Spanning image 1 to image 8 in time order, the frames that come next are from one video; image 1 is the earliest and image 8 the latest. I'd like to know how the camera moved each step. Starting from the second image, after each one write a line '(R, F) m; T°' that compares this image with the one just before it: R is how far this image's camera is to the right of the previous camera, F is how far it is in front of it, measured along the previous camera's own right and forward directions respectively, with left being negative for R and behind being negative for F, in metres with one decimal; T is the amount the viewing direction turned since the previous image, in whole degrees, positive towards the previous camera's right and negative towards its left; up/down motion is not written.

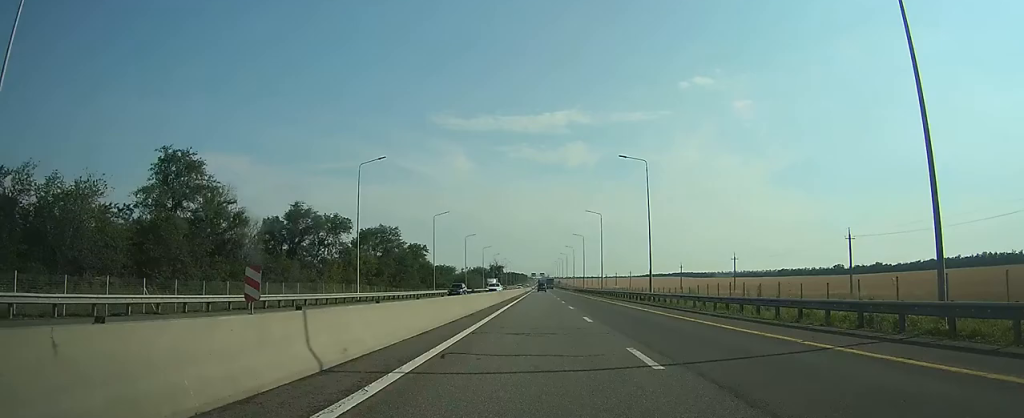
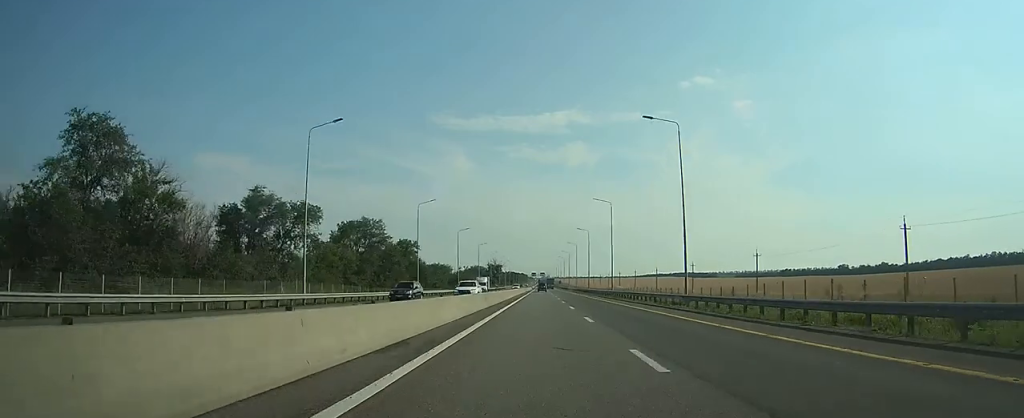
(0.0, +12.4) m; 0°
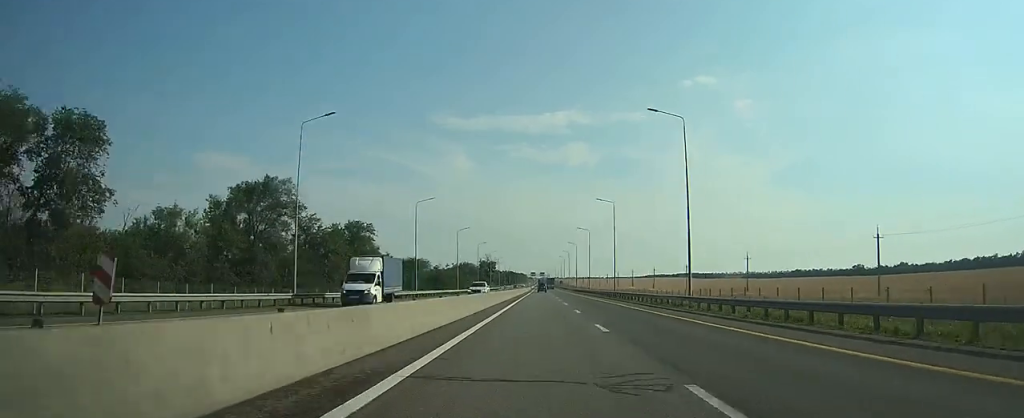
(0.0, +40.4) m; 0°
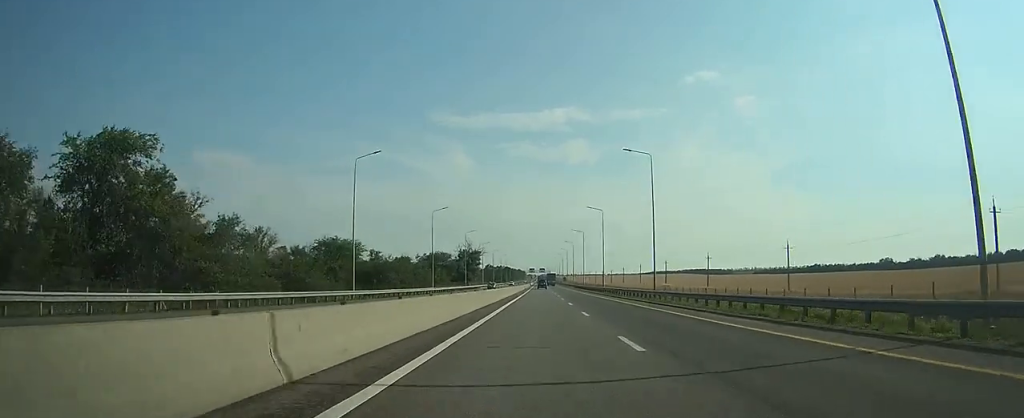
(+0.3, +66.1) m; 0°
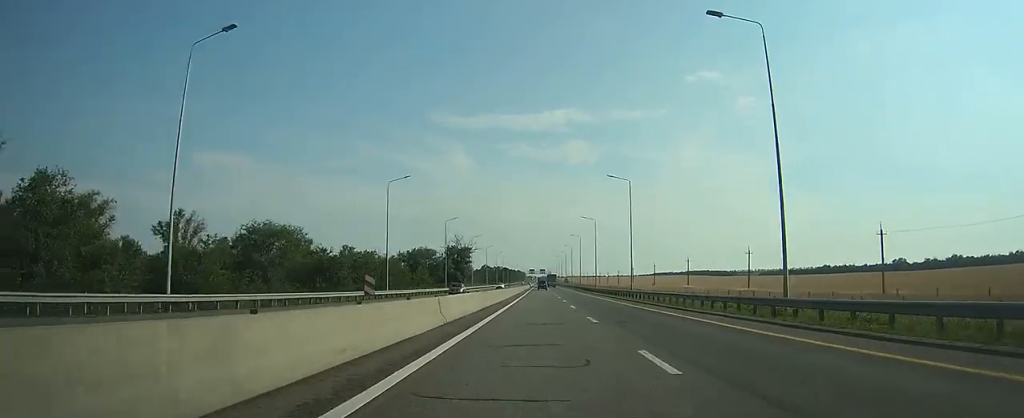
(0.0, +27.6) m; 0°
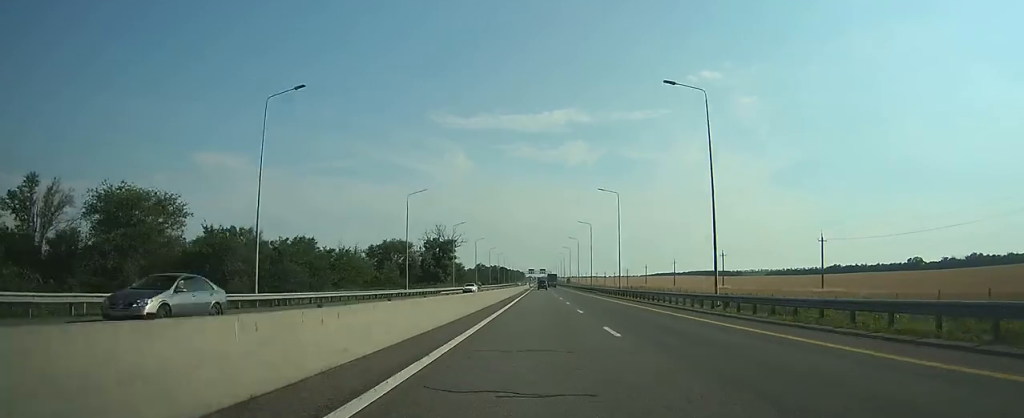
(0.0, +30.3) m; 0°
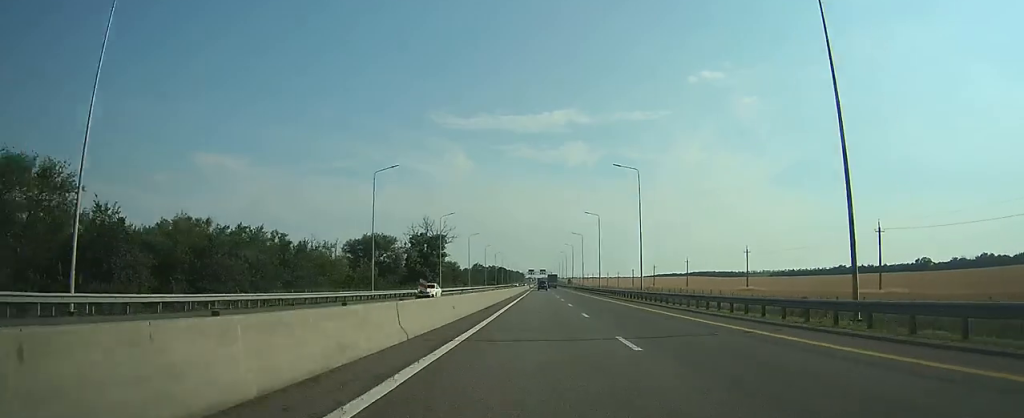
(0.0, +15.0) m; 0°
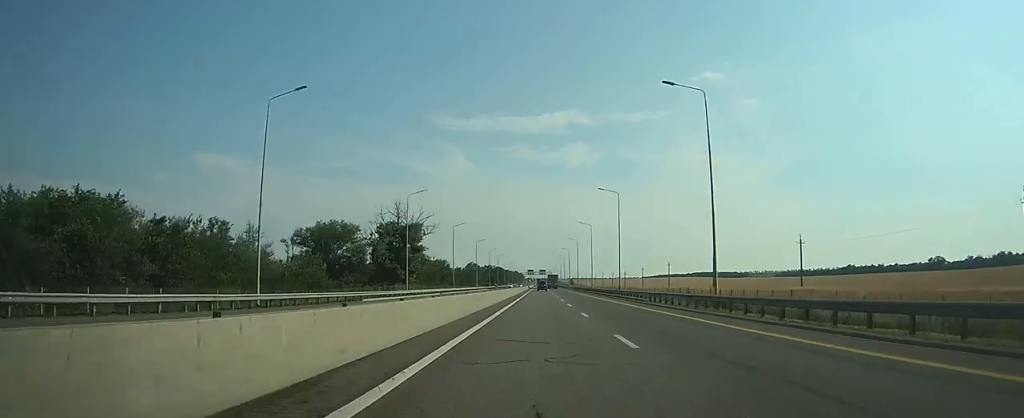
(+0.1, +23.9) m; 0°
